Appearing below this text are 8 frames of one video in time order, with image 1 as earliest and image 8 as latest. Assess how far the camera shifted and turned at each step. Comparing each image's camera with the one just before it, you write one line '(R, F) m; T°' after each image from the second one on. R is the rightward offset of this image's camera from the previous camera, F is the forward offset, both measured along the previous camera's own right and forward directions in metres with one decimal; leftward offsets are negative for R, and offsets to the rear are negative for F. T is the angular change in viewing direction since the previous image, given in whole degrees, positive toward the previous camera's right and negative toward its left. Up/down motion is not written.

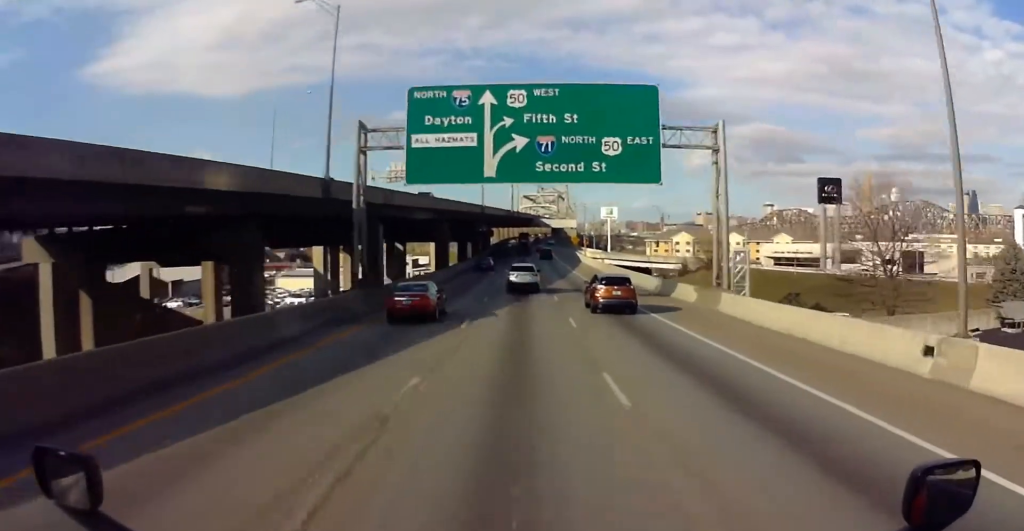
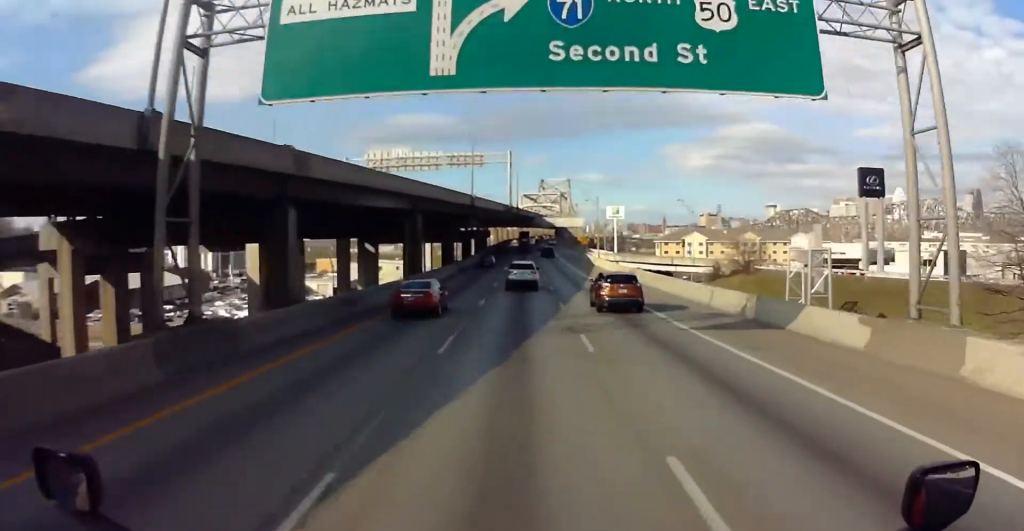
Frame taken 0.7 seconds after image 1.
(+0.2, +18.4) m; 0°
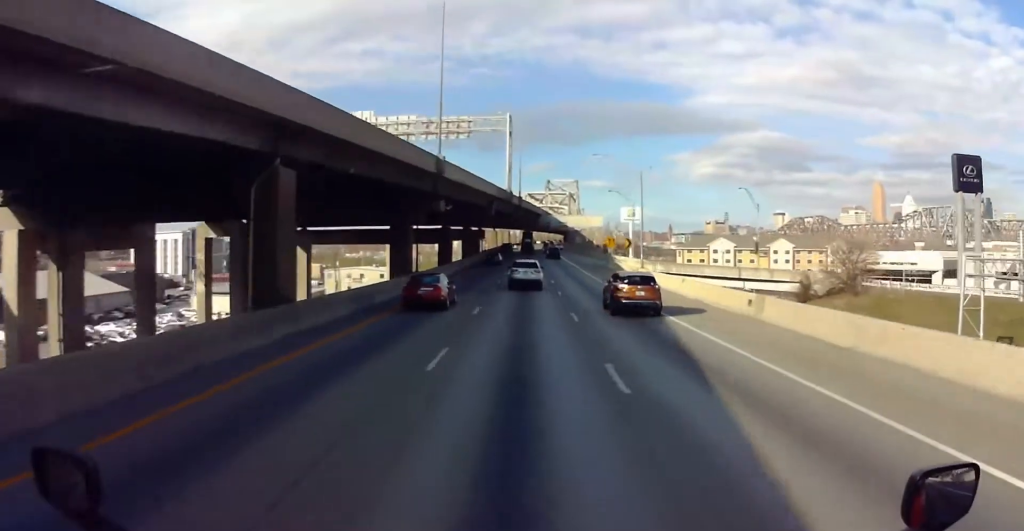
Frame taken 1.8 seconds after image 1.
(-0.1, +29.9) m; 0°
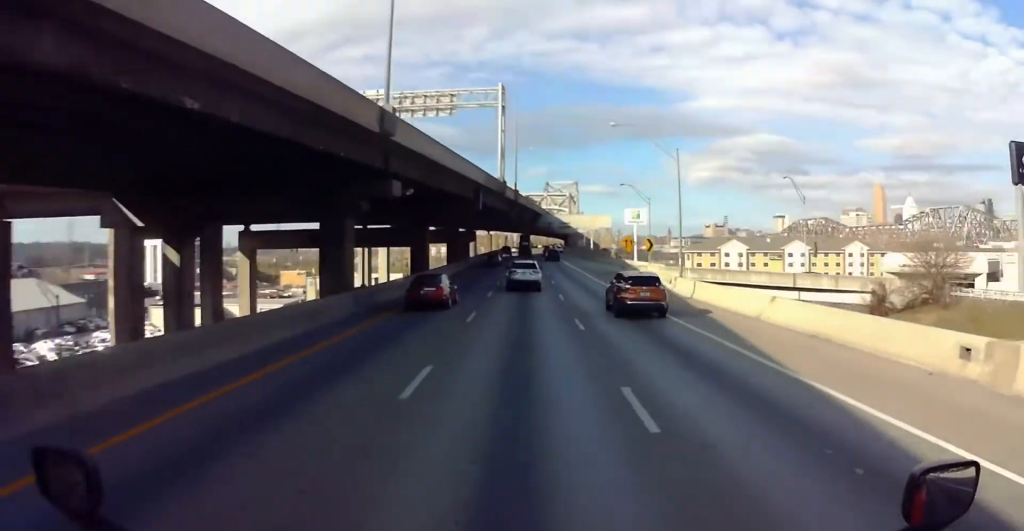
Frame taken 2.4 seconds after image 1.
(0.0, +15.0) m; -1°
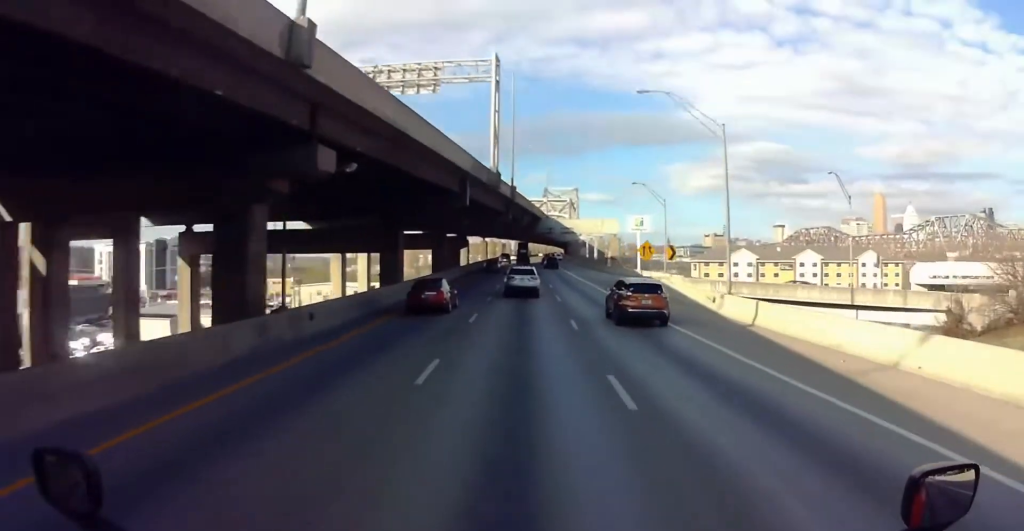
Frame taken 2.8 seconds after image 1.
(+0.3, +10.6) m; -1°
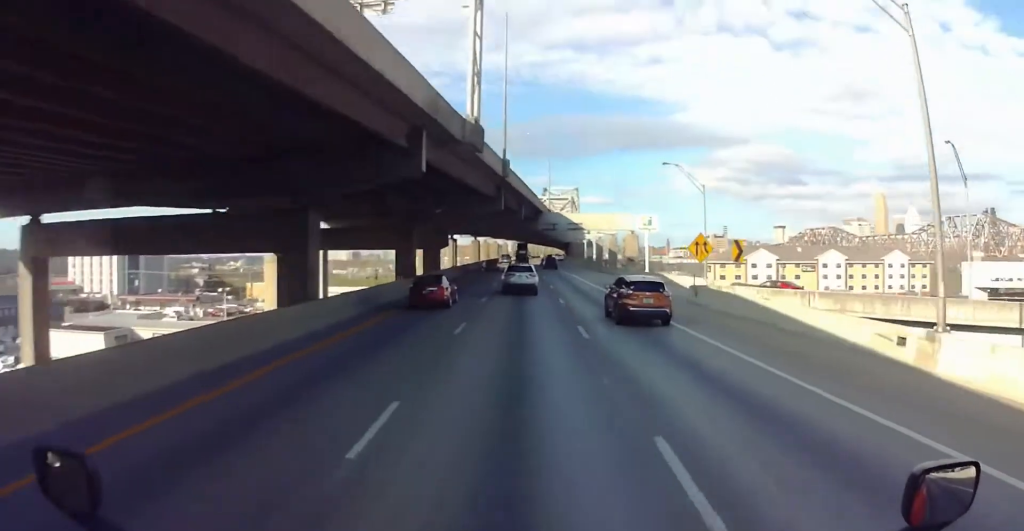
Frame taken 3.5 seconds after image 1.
(-0.2, +17.5) m; -2°
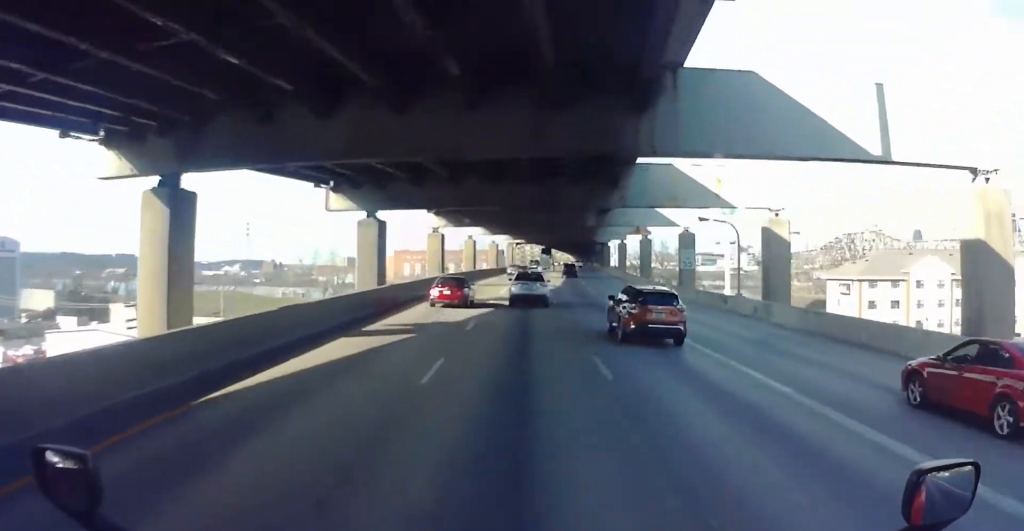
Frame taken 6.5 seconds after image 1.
(-1.0, +79.2) m; +1°
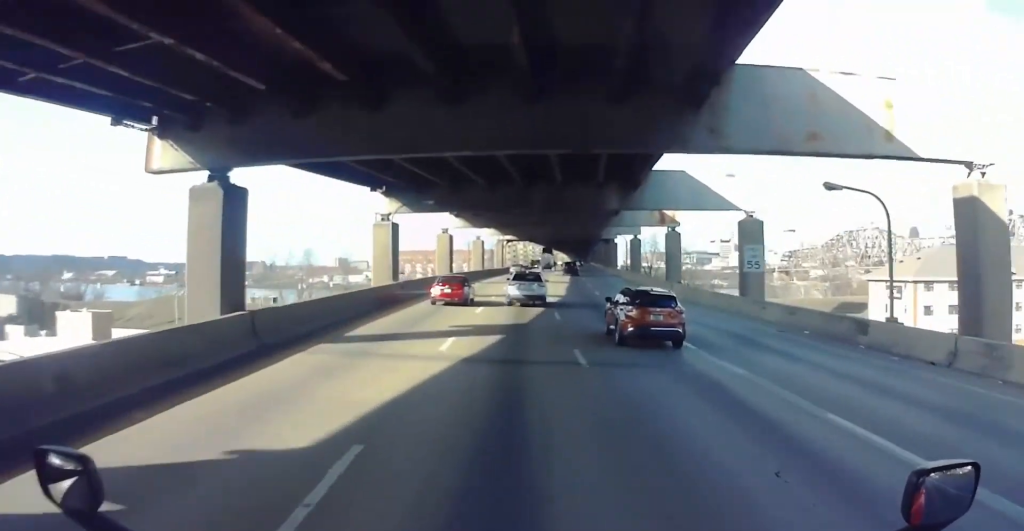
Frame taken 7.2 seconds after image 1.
(0.0, +17.9) m; 0°
